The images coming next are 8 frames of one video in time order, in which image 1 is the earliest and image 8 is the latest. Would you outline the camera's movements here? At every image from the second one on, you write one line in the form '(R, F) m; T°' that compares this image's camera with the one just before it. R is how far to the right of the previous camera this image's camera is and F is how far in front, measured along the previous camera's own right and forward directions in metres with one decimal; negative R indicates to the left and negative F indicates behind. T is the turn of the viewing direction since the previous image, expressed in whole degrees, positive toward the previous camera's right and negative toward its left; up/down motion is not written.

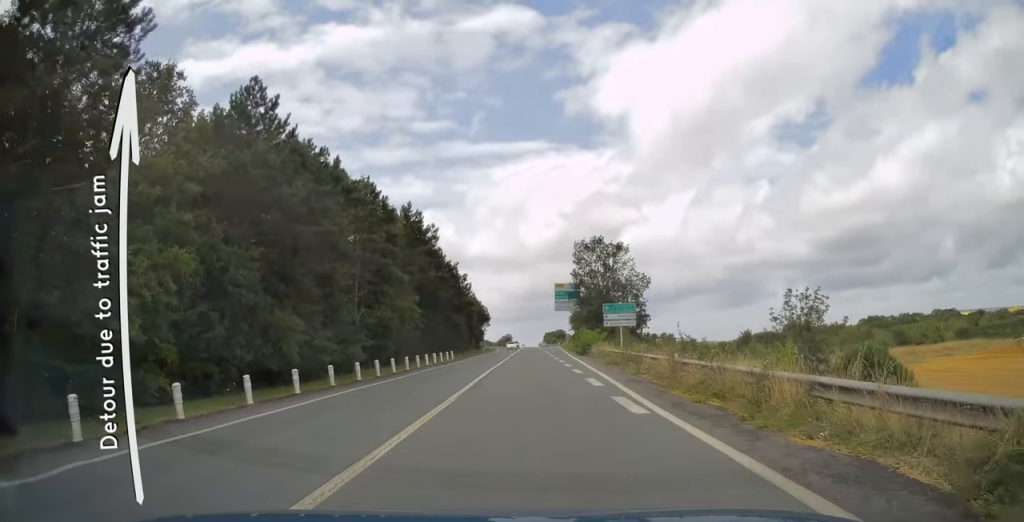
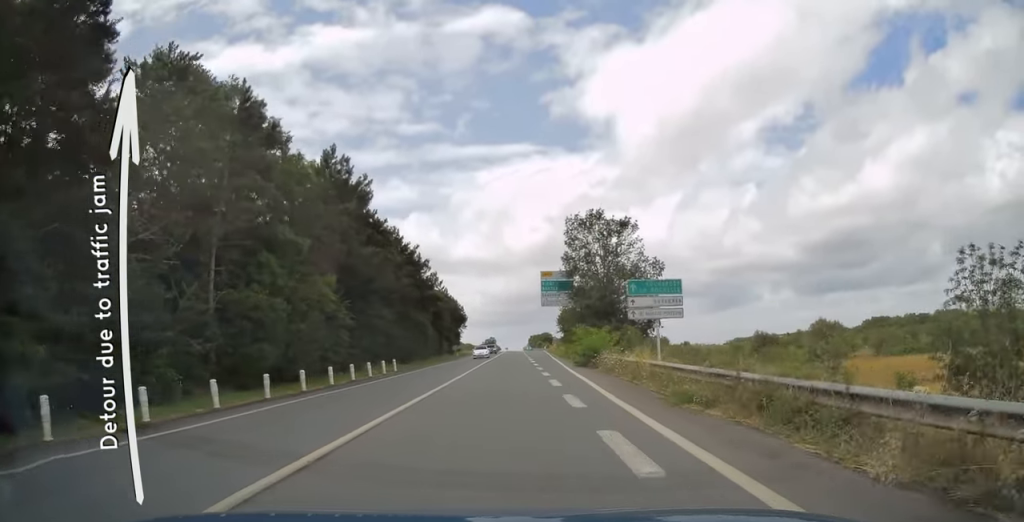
(+0.3, +17.8) m; +1°
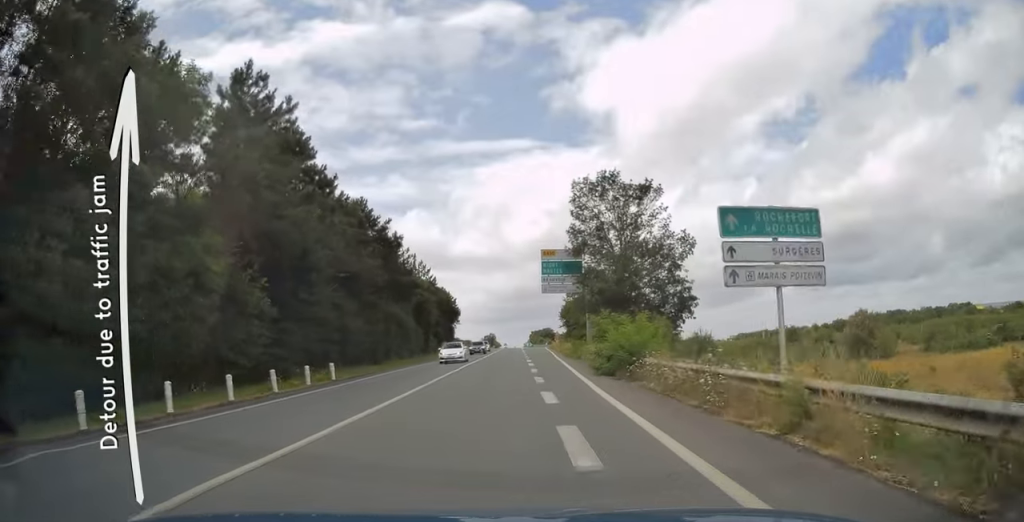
(0.0, +12.5) m; -1°
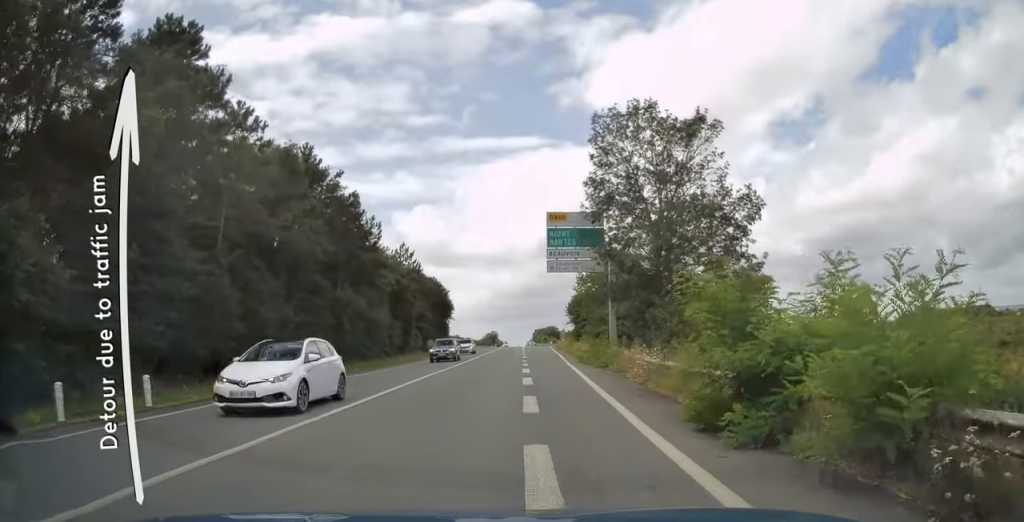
(-0.3, +14.5) m; -2°
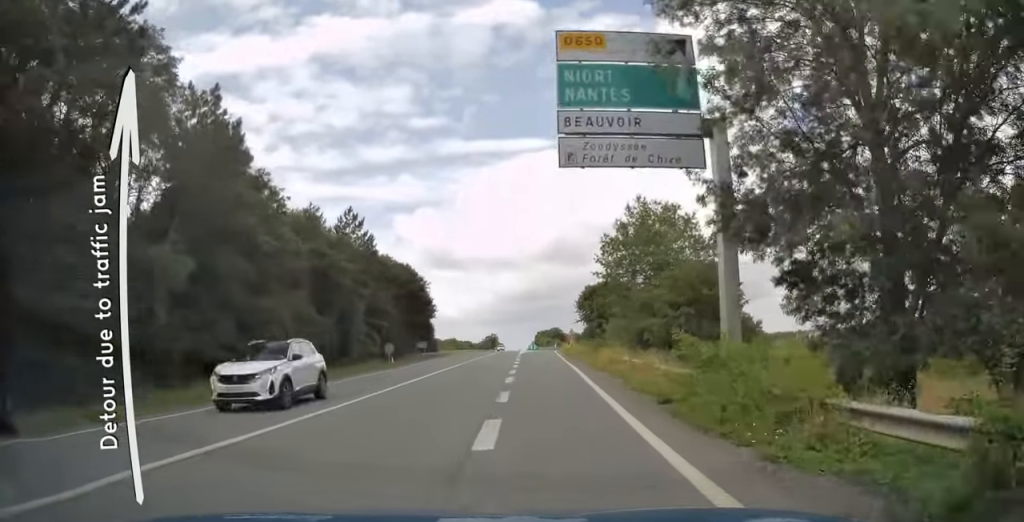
(-0.2, +22.6) m; +1°
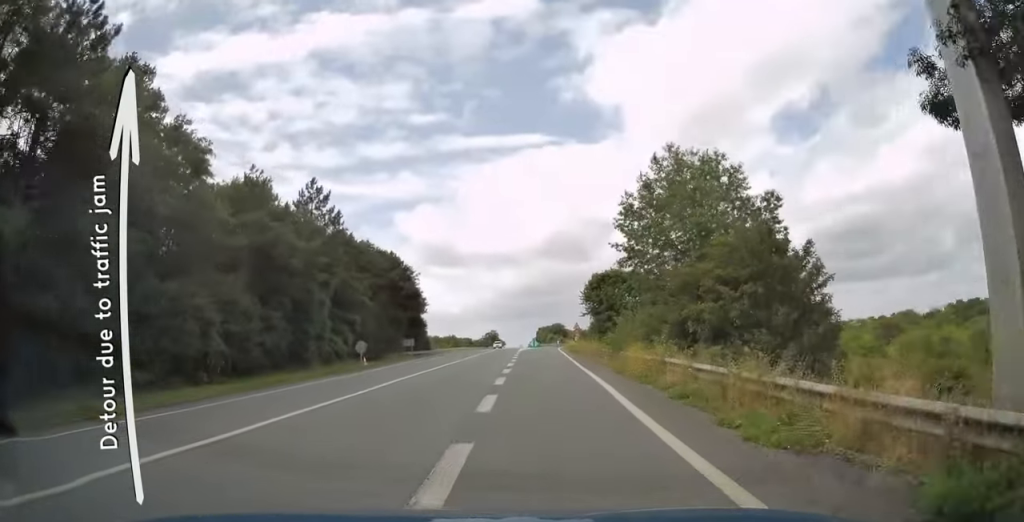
(+0.1, +9.3) m; +1°
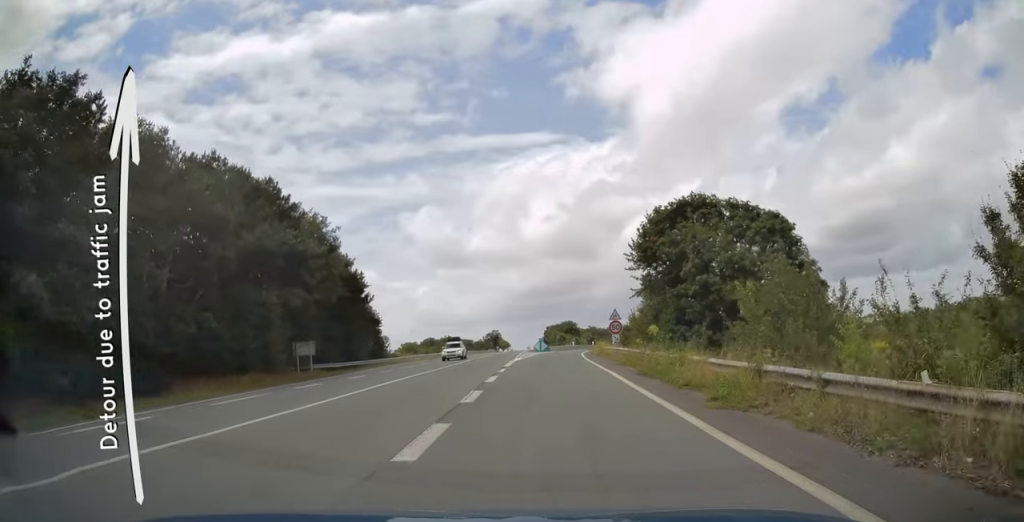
(-0.9, +36.8) m; -1°
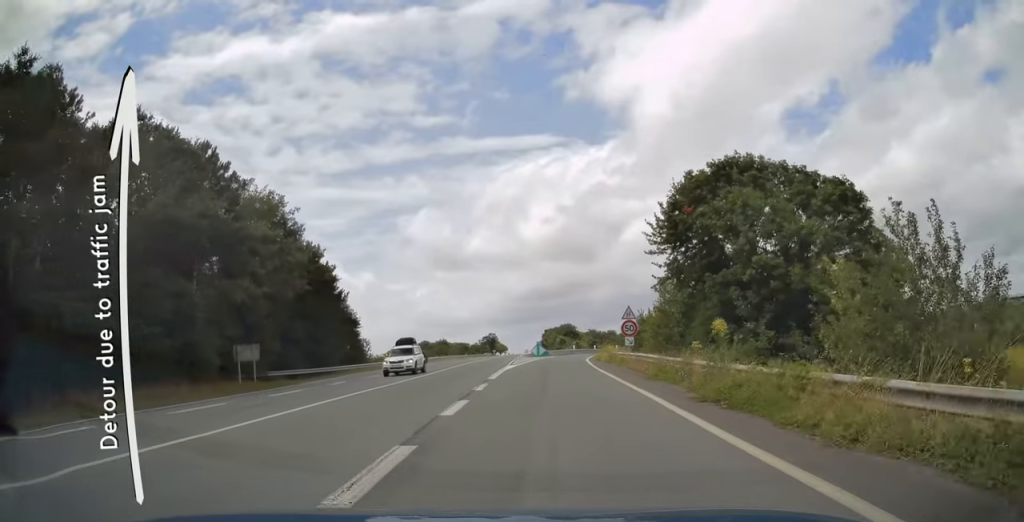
(+0.2, +8.3) m; +1°
